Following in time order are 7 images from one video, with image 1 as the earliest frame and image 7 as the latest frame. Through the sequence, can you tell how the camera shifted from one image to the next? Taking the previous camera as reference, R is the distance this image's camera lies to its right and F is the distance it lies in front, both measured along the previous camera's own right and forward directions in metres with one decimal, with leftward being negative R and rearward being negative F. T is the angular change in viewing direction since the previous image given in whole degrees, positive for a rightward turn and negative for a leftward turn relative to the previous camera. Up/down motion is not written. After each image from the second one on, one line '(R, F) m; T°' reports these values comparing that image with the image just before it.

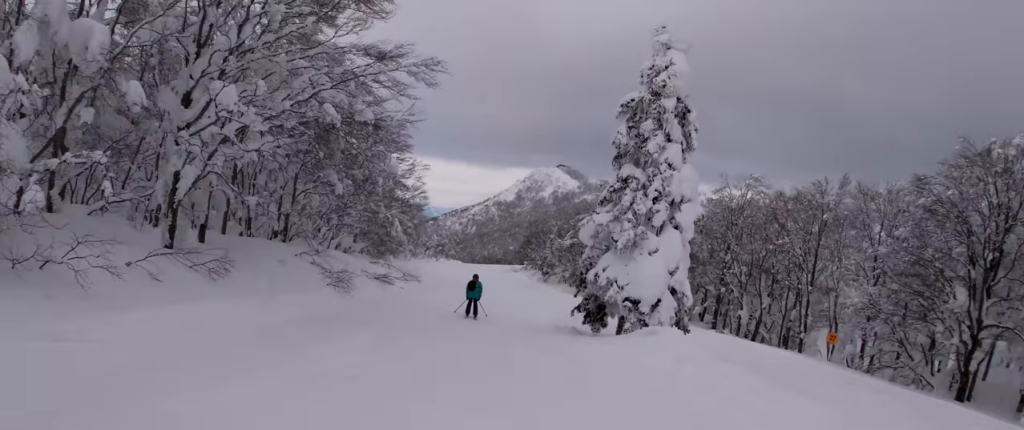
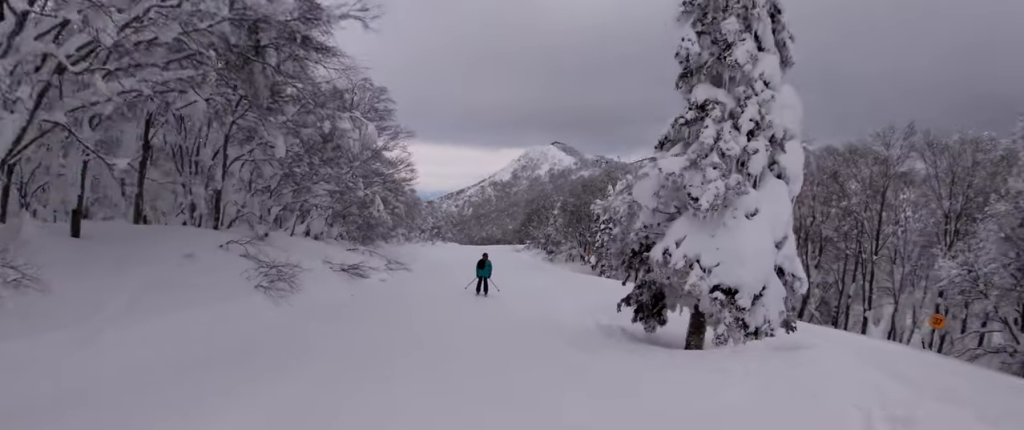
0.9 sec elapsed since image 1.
(+0.9, +6.4) m; +7°
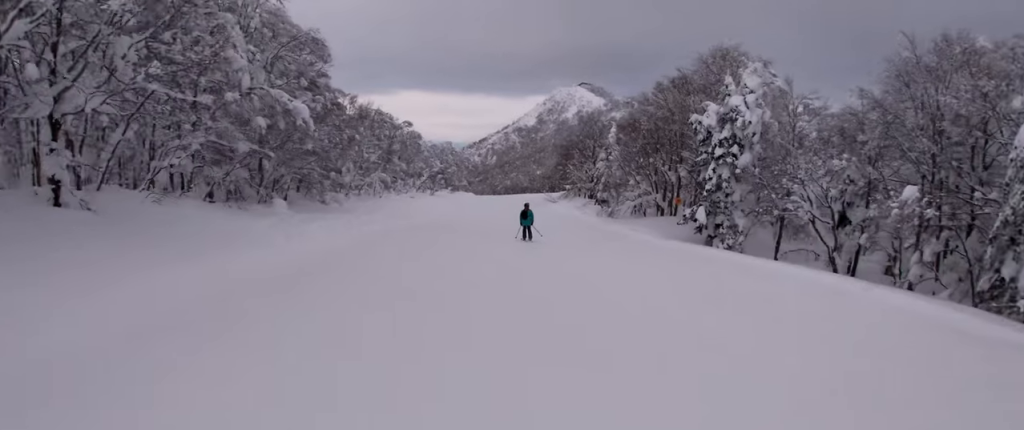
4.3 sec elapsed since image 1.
(-0.2, +27.6) m; -5°
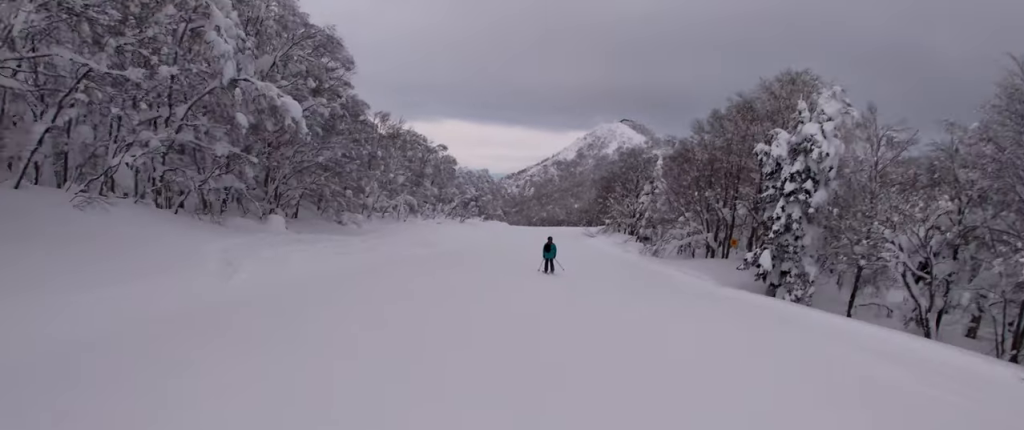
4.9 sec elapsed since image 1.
(-0.4, +4.7) m; 0°
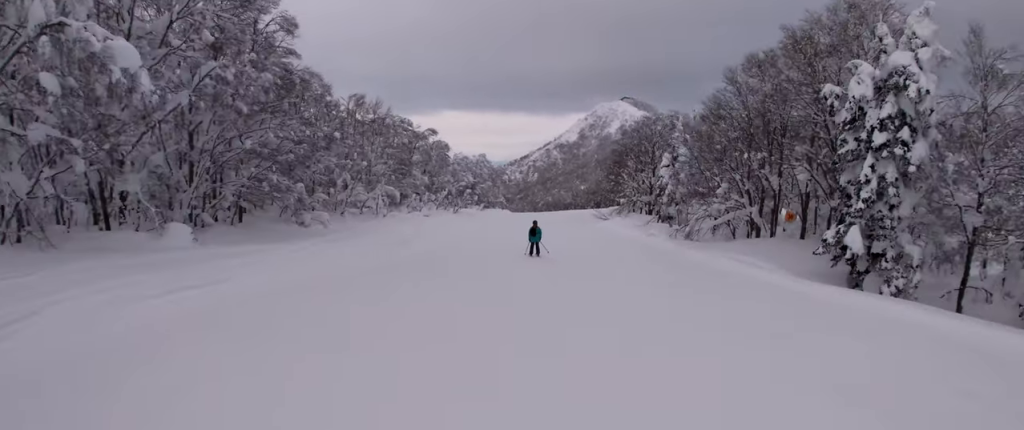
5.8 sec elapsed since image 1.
(+0.6, +7.7) m; +5°
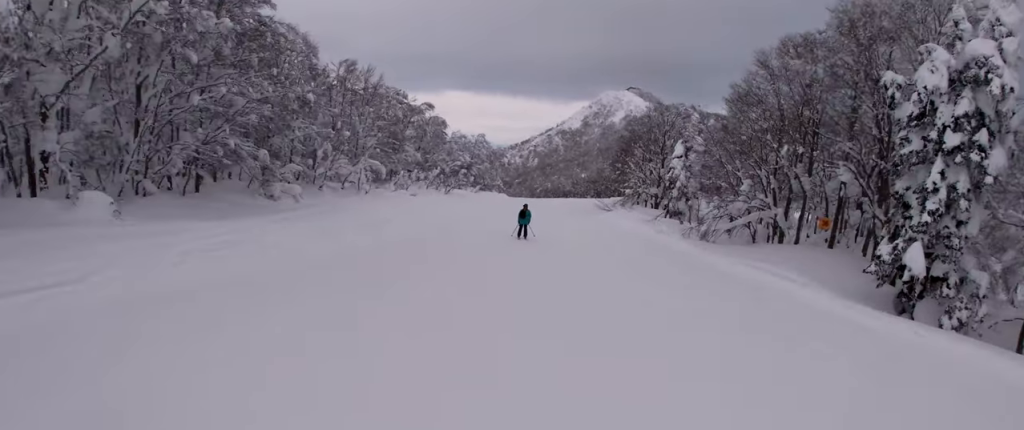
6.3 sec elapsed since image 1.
(+0.1, +3.8) m; -3°
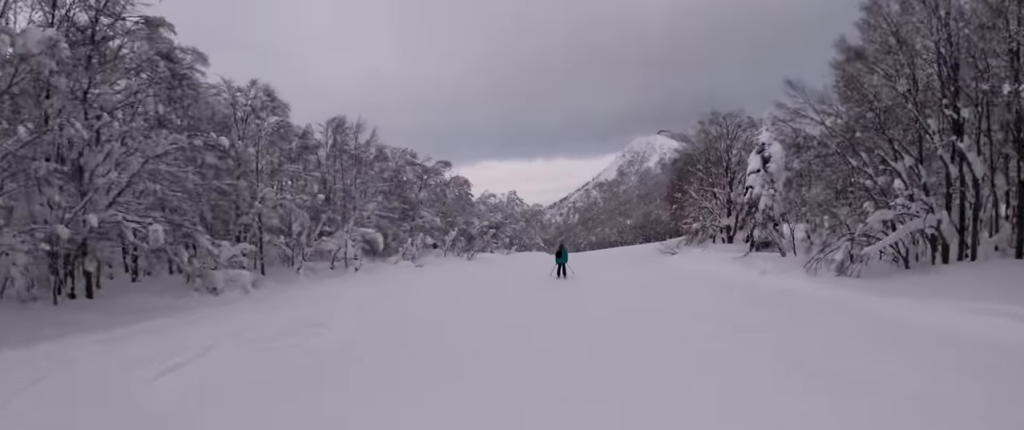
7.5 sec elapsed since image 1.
(-1.2, +9.4) m; -9°
